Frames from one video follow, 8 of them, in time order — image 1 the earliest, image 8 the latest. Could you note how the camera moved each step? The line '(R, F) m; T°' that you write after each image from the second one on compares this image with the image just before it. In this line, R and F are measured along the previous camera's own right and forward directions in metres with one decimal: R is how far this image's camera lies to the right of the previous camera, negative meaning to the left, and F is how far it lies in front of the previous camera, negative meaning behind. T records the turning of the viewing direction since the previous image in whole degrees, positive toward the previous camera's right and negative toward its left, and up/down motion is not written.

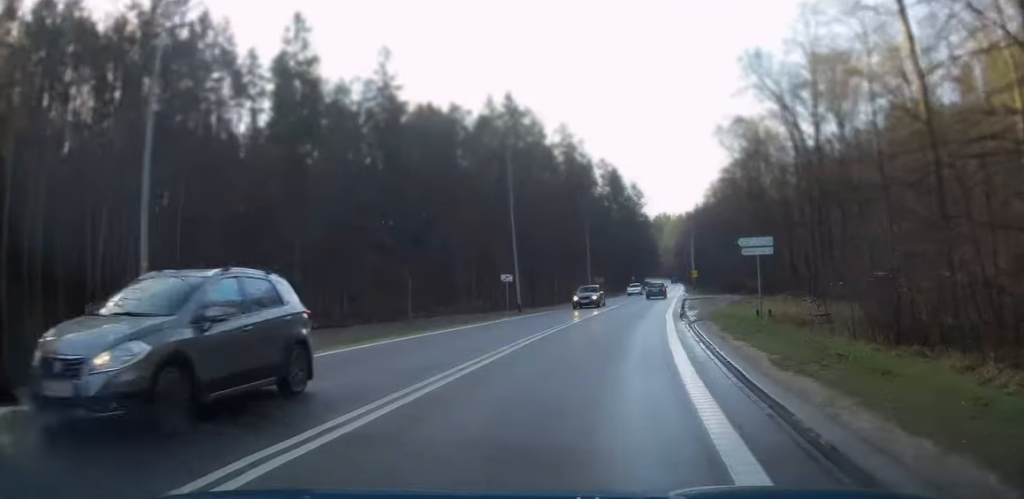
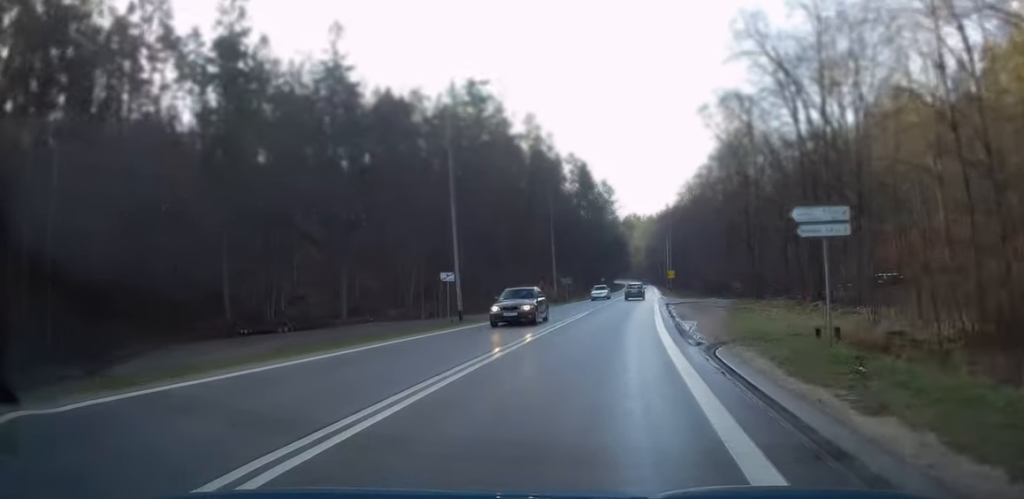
(+0.4, +9.1) m; +2°
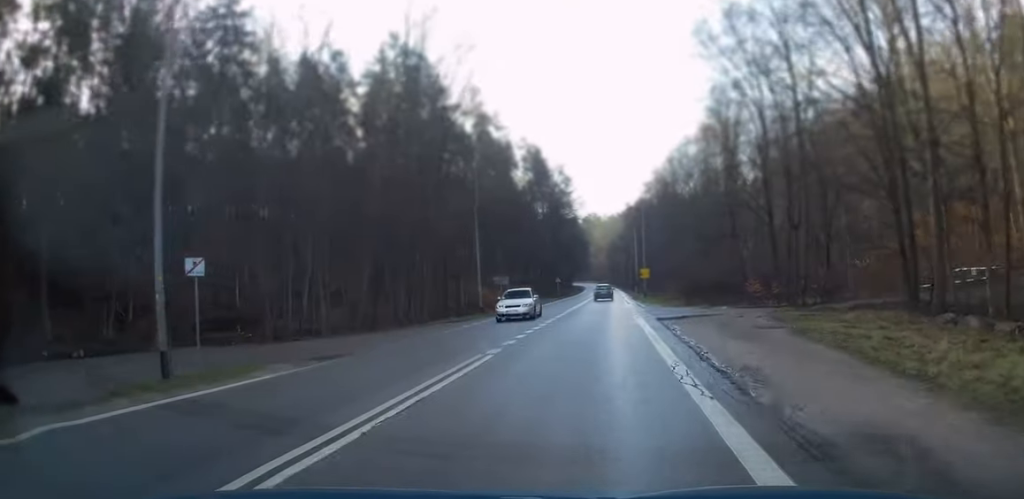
(+0.8, +20.2) m; +3°
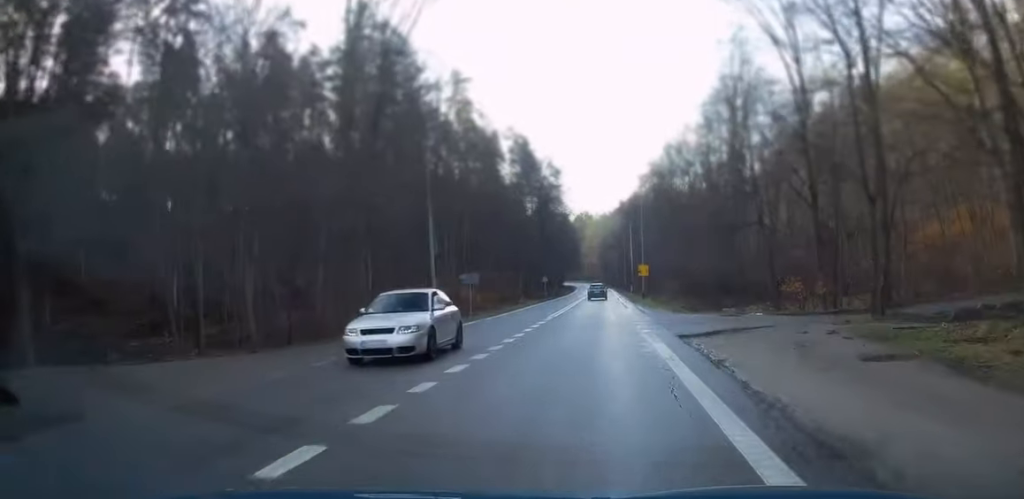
(+0.1, +9.5) m; +1°
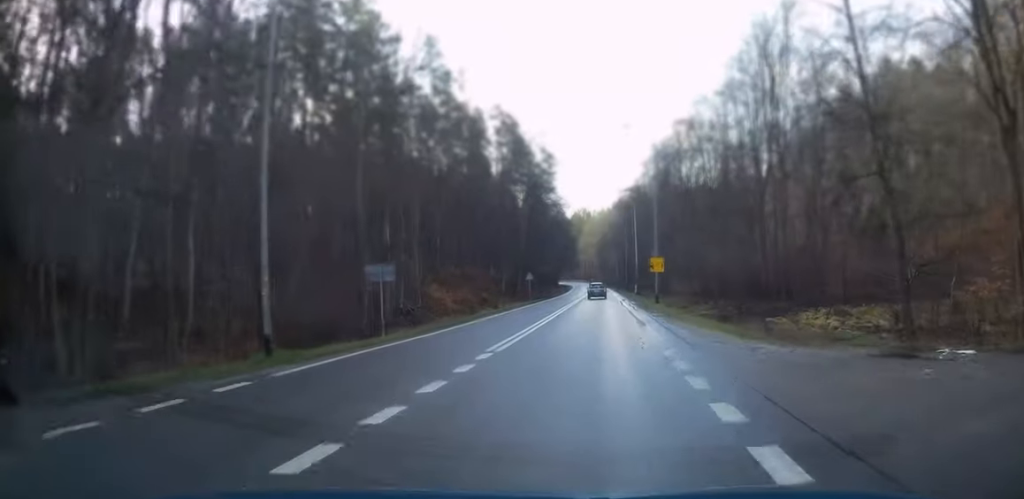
(+0.1, +15.9) m; 0°
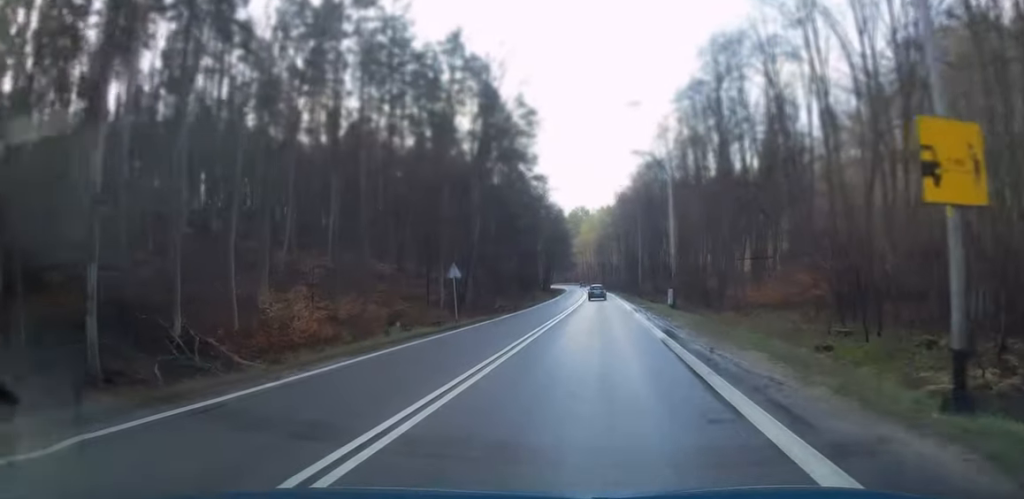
(-0.3, +36.0) m; -1°
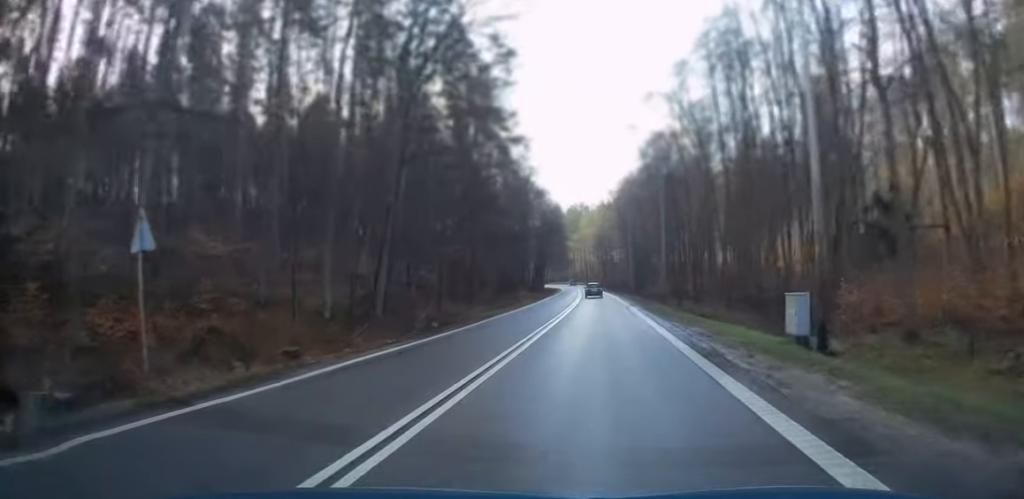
(0.0, +24.3) m; 0°
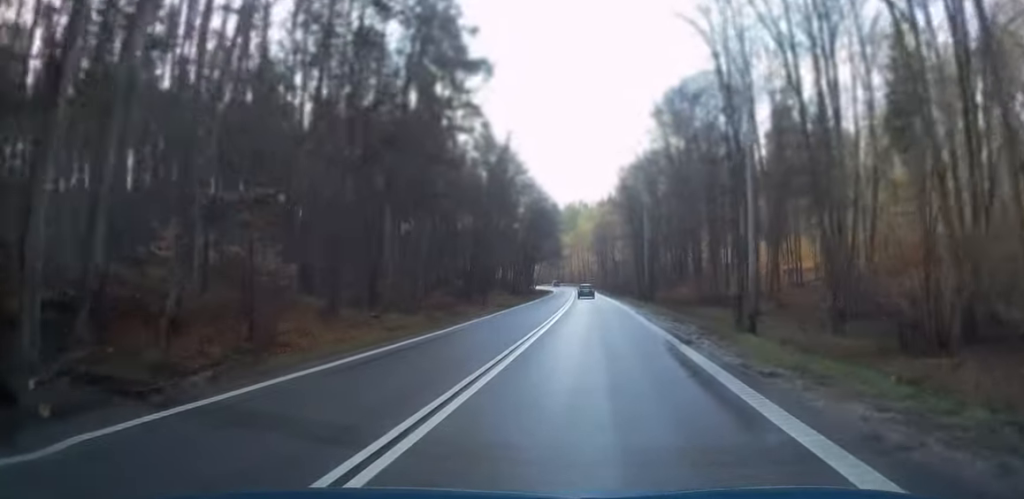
(-0.1, +24.6) m; 0°
